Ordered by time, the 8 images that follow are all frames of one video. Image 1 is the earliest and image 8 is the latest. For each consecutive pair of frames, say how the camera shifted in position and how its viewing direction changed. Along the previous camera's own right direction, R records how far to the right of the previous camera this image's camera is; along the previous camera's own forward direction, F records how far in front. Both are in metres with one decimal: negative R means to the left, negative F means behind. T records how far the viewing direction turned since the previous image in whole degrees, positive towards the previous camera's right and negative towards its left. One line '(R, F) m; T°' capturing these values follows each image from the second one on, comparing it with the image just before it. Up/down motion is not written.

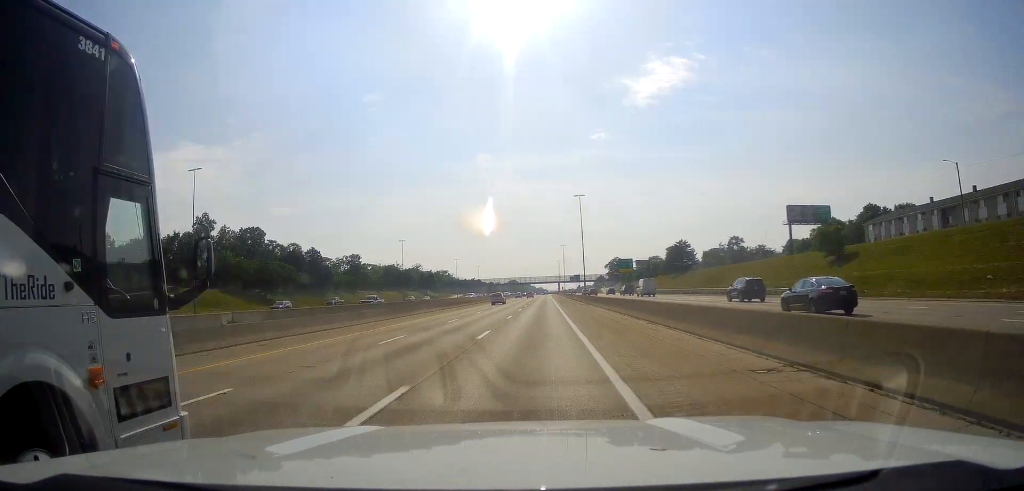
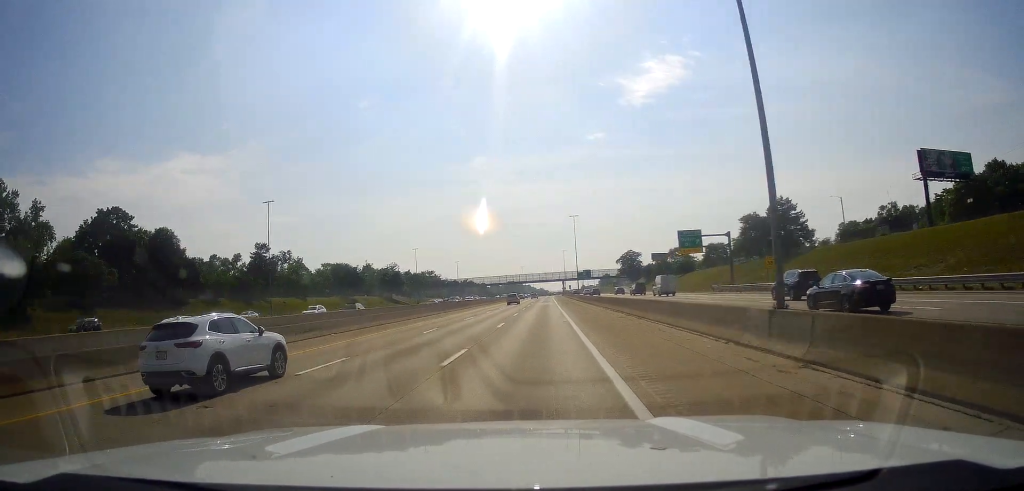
(0.0, +69.1) m; 0°
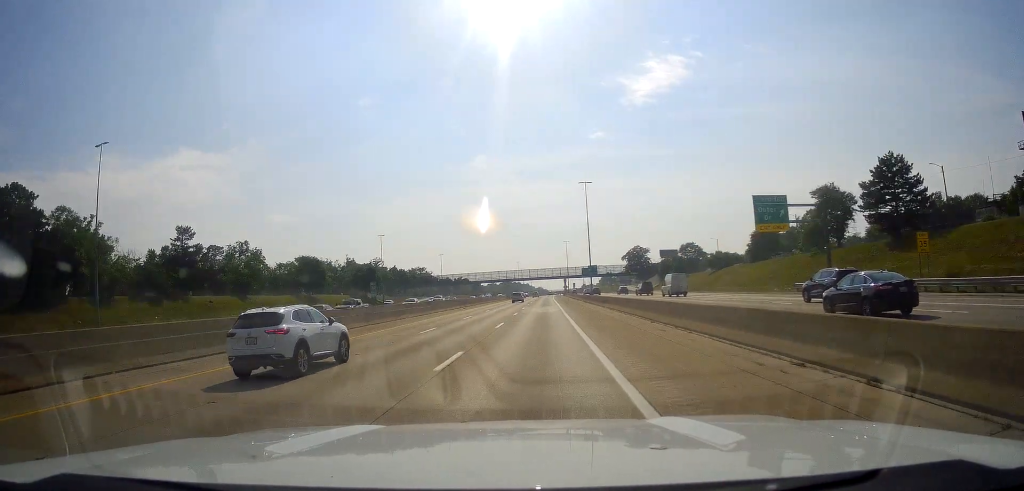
(0.0, +31.4) m; 0°
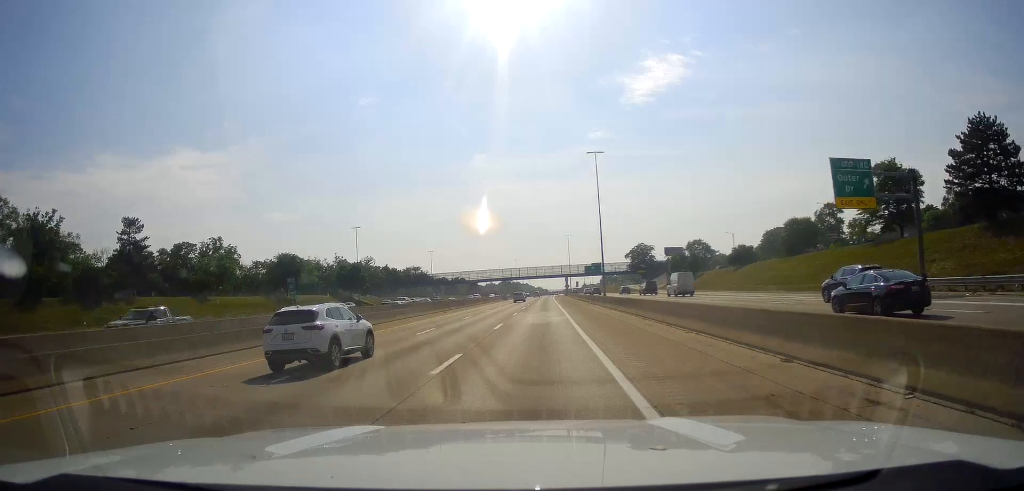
(0.0, +15.6) m; 0°
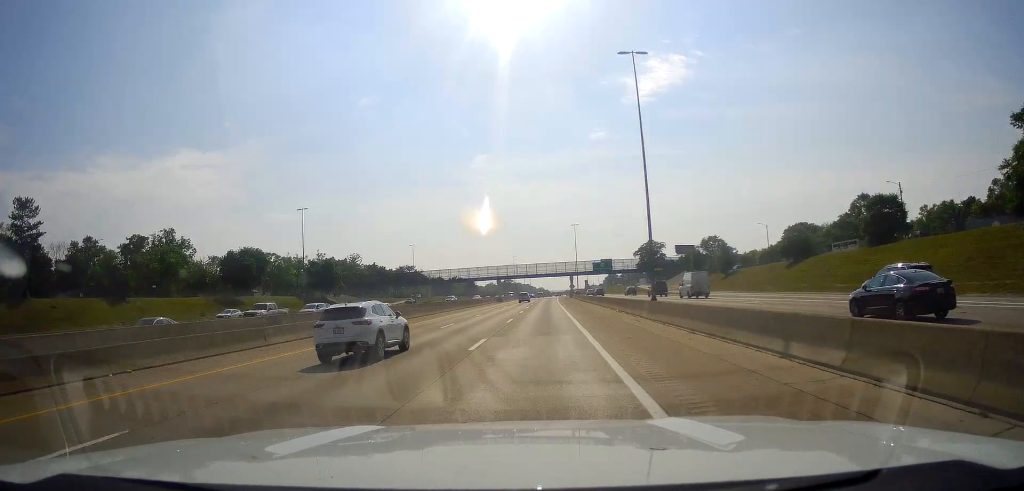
(0.0, +24.7) m; +1°
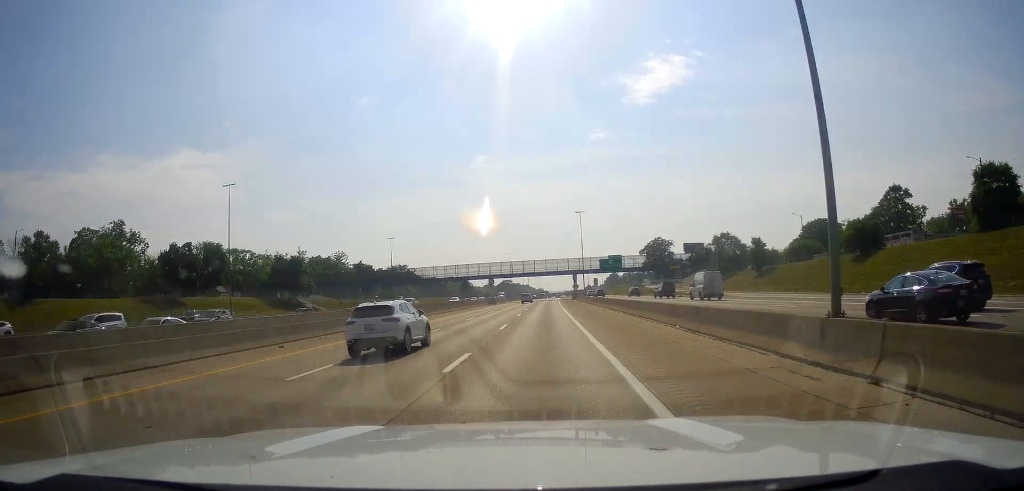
(+0.1, +20.3) m; 0°
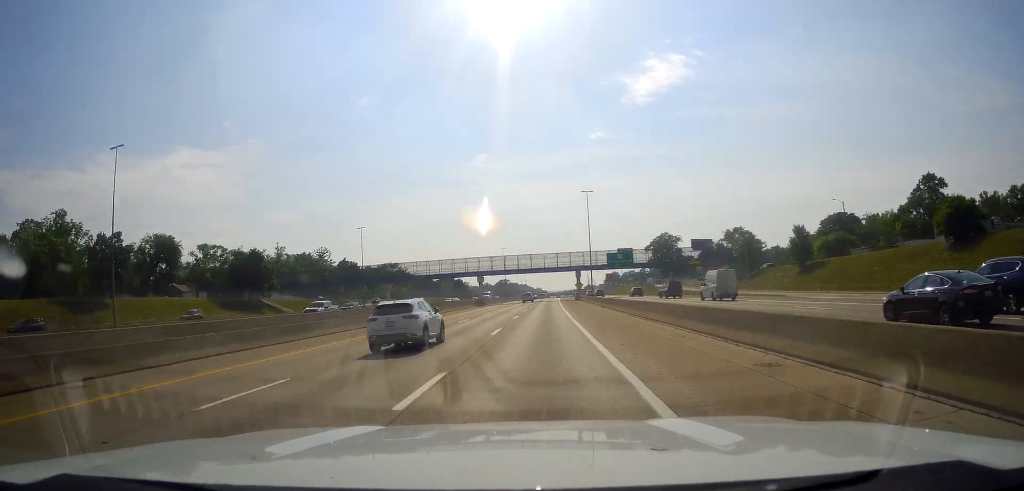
(+0.4, +19.2) m; -1°
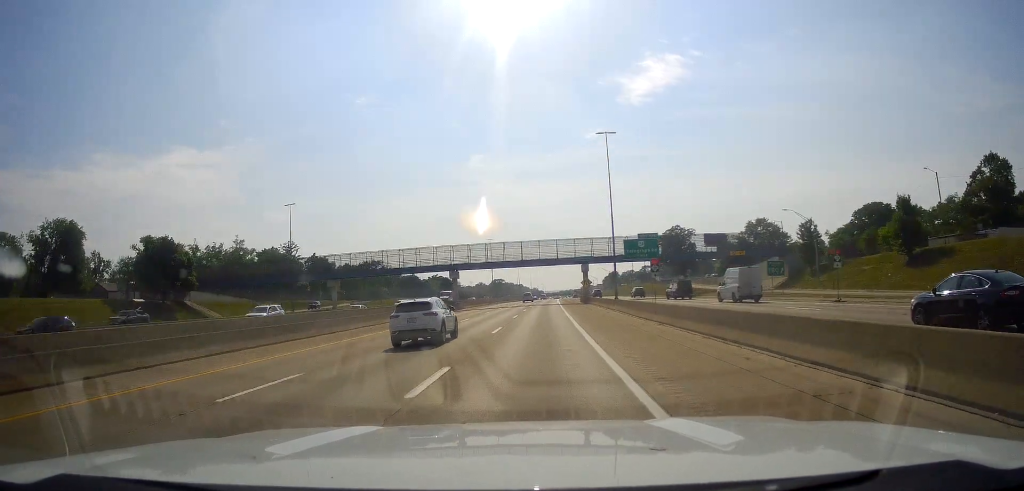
(-0.7, +29.6) m; 0°
